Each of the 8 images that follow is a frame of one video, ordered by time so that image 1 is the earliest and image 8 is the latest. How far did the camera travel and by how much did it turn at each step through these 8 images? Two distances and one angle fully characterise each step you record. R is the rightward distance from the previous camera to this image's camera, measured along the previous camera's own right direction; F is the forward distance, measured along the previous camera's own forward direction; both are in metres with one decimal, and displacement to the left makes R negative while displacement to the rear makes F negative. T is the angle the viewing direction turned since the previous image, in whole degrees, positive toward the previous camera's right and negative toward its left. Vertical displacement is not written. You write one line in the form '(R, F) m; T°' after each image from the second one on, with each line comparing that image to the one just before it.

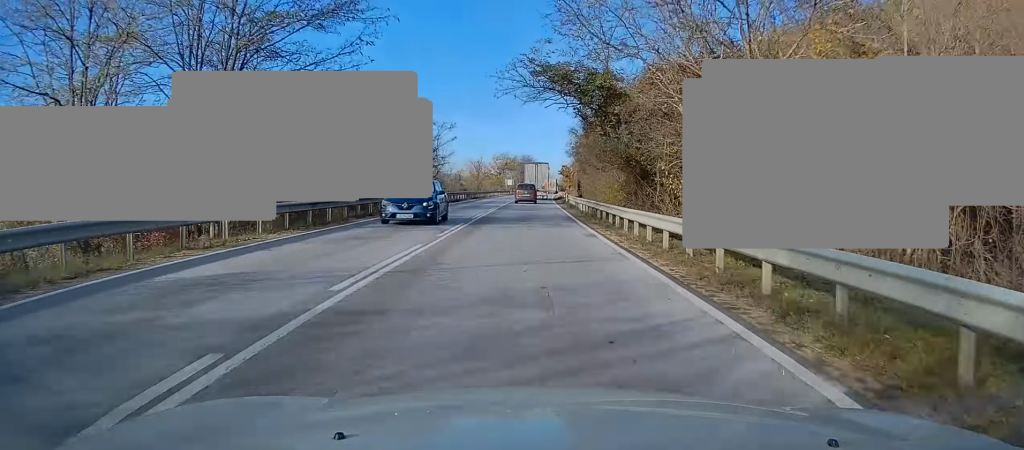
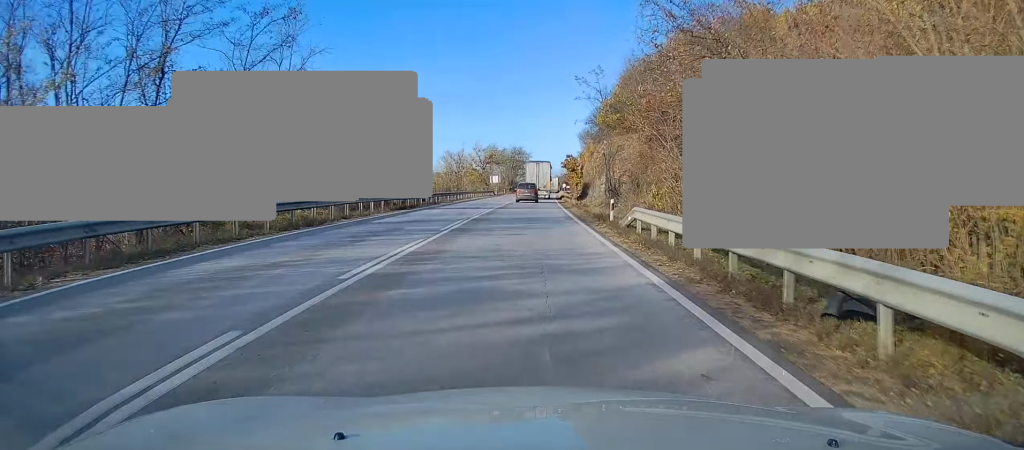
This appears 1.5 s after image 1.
(0.0, +34.8) m; 0°
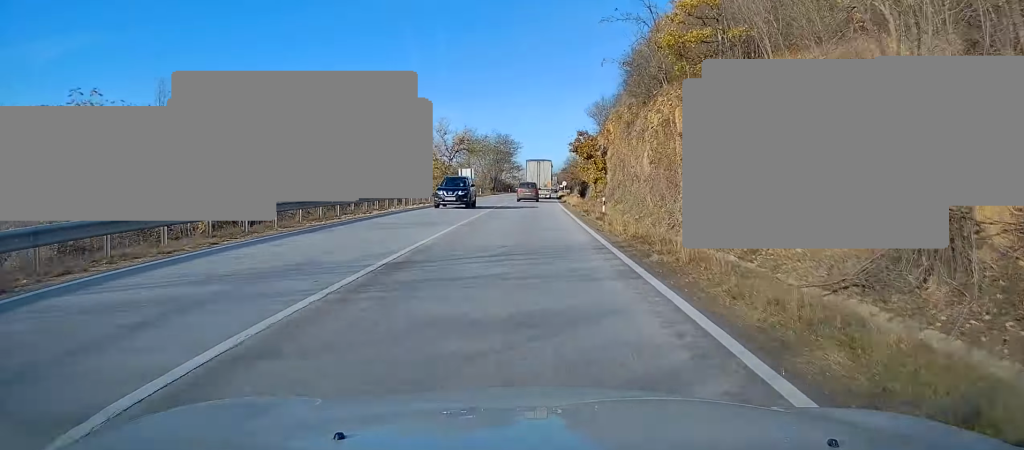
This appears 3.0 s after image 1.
(+0.2, +37.2) m; +1°
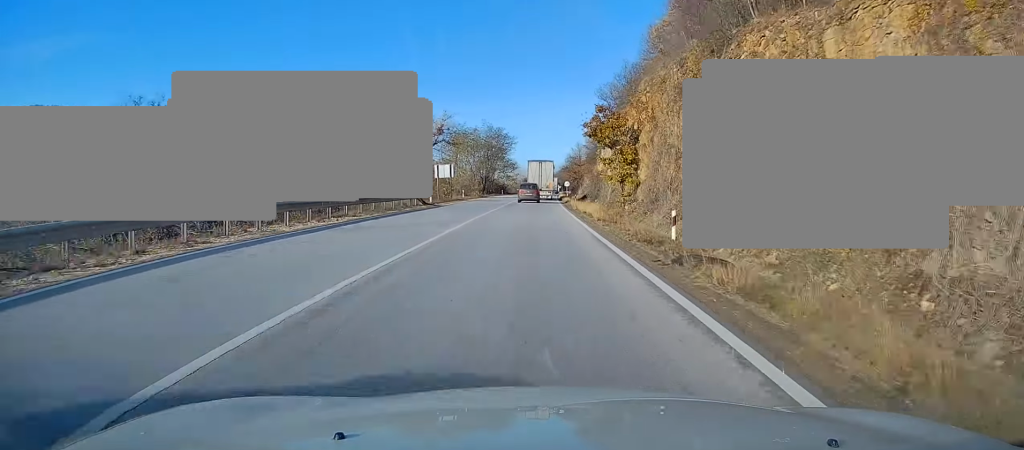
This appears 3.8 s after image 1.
(+0.3, +17.3) m; +1°
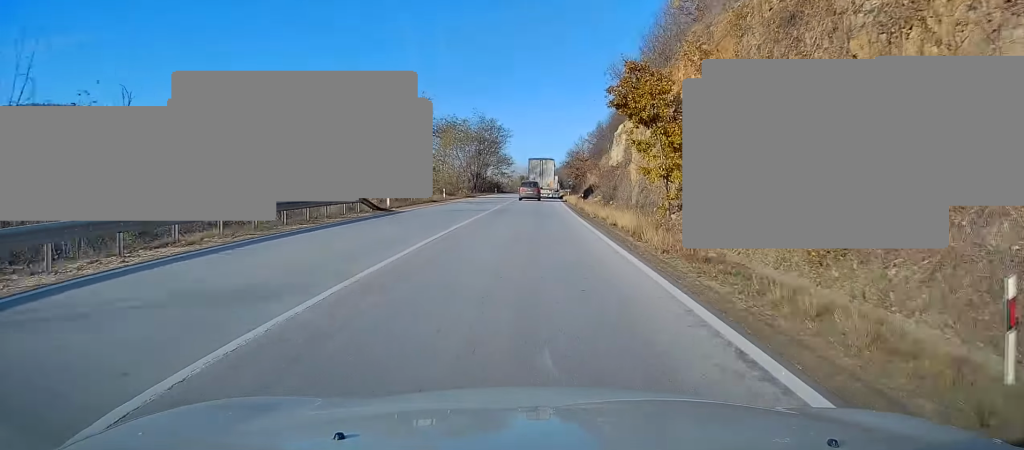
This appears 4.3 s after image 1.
(0.0, +12.5) m; 0°
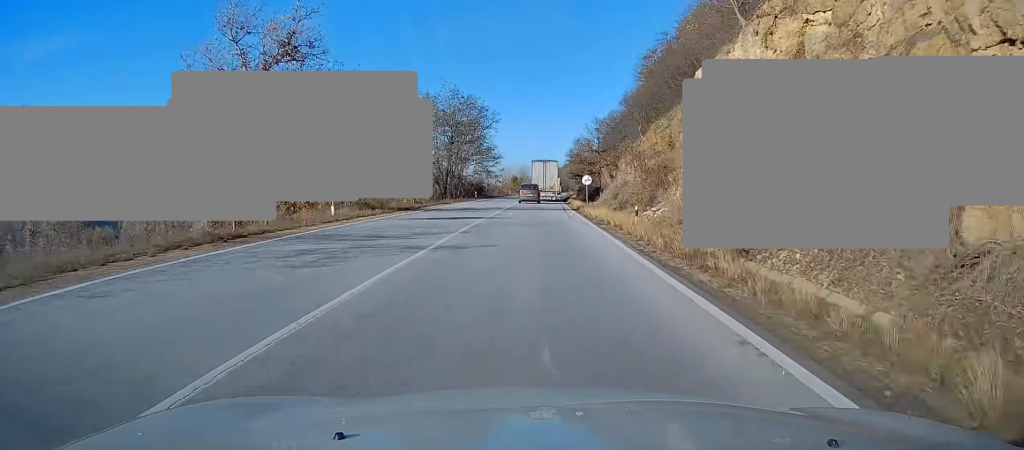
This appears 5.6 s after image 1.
(0.0, +29.4) m; 0°
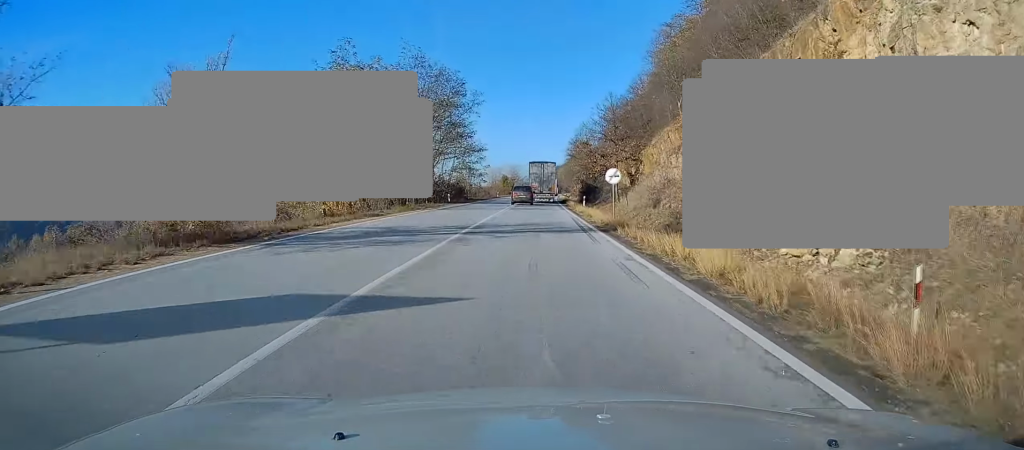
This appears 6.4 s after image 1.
(0.0, +18.5) m; 0°
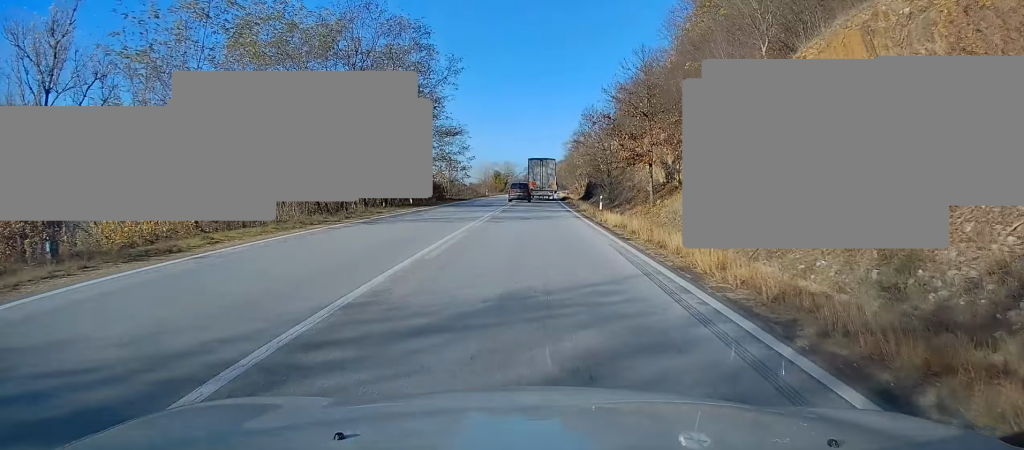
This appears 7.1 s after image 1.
(0.0, +16.2) m; 0°
